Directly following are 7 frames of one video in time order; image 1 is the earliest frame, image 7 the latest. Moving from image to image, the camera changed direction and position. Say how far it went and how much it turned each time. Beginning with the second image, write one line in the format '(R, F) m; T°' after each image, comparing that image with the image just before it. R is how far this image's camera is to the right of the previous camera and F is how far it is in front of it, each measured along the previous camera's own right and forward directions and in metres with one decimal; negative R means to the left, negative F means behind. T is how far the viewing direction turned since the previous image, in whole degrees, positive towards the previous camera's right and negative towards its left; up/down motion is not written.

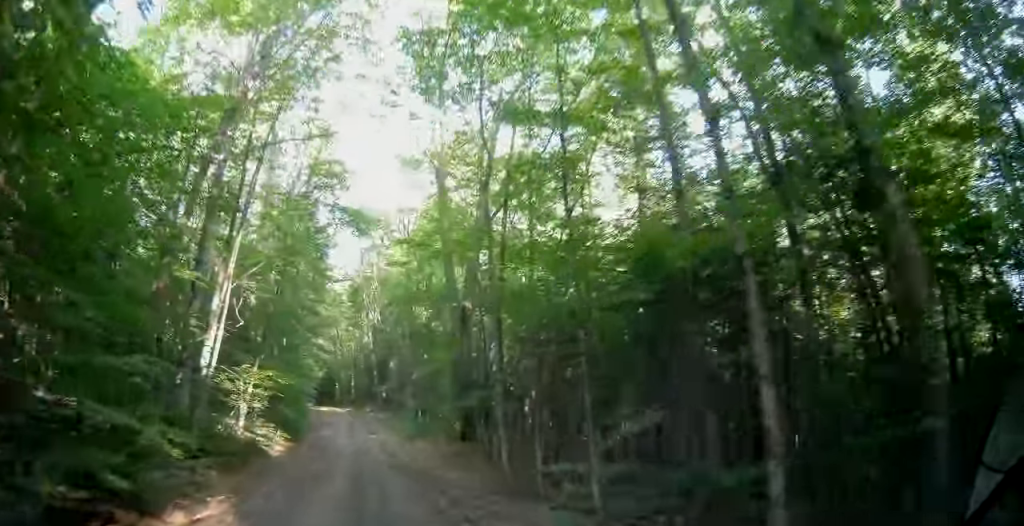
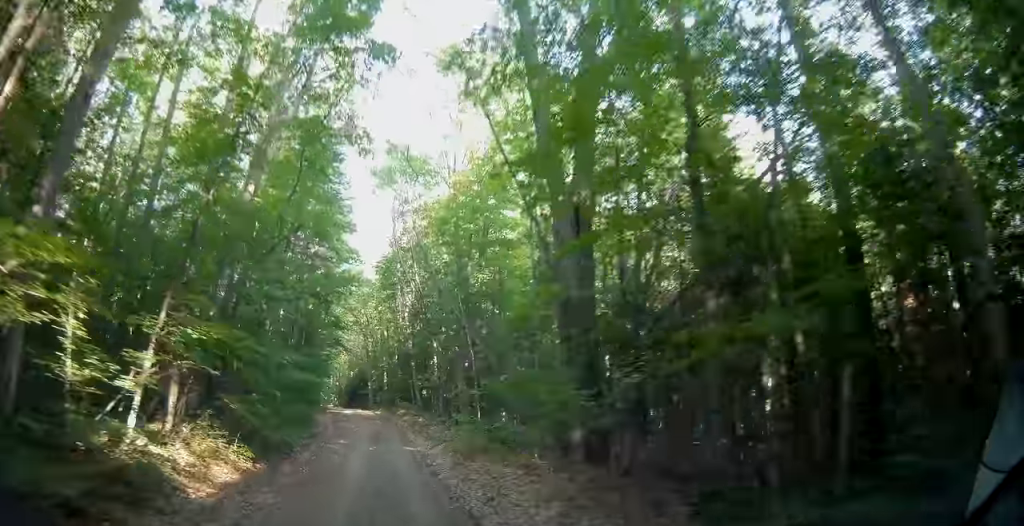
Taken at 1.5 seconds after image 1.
(-0.4, +12.2) m; -4°
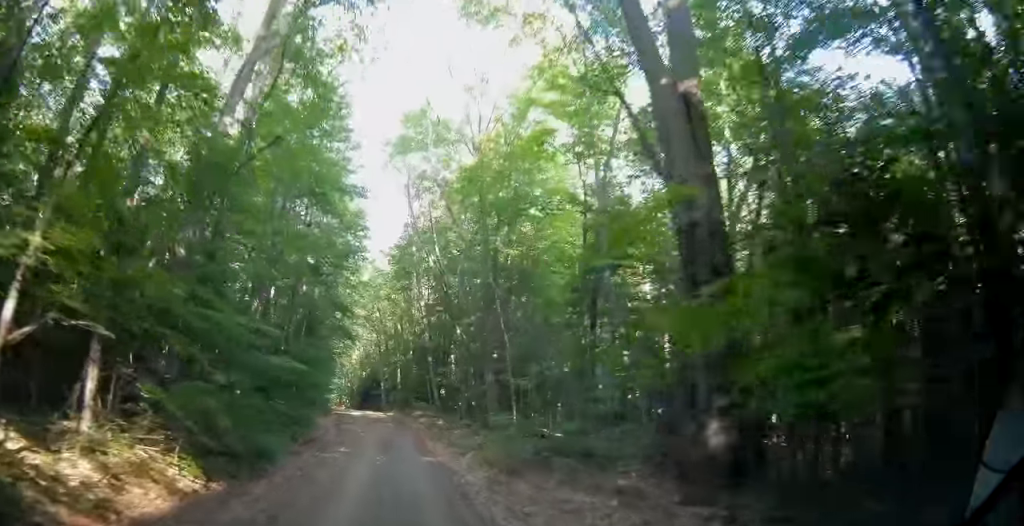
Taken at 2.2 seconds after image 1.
(-0.1, +5.4) m; -1°
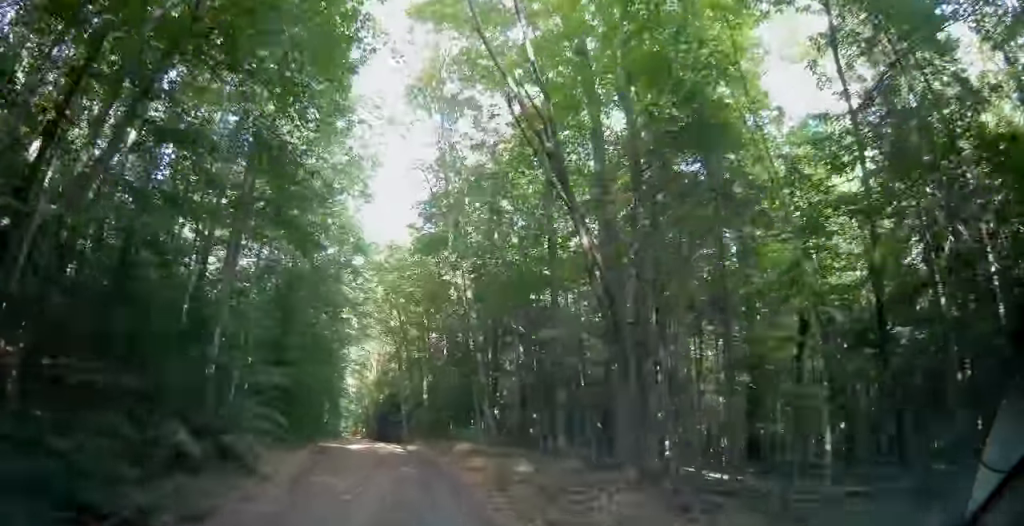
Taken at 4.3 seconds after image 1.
(-0.6, +16.5) m; -4°
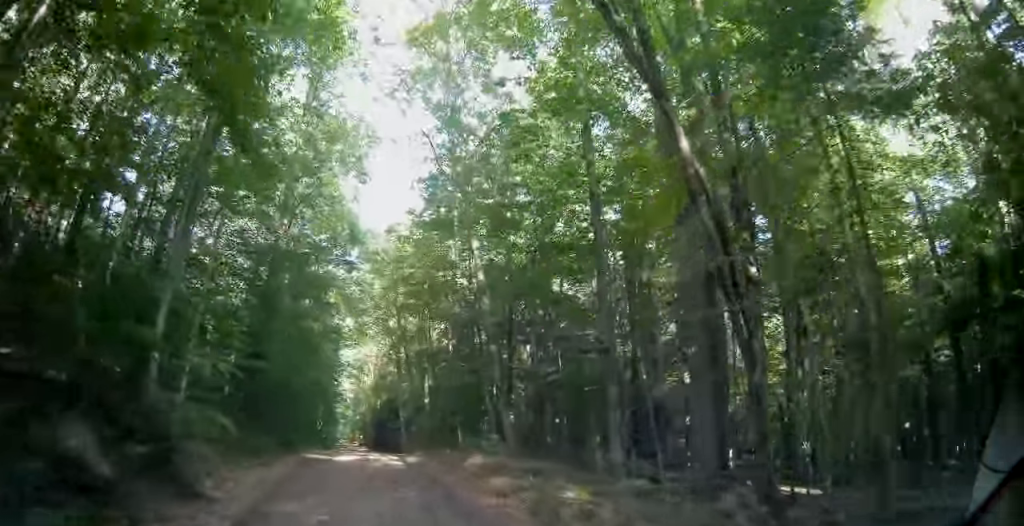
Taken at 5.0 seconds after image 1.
(0.0, +4.3) m; -1°
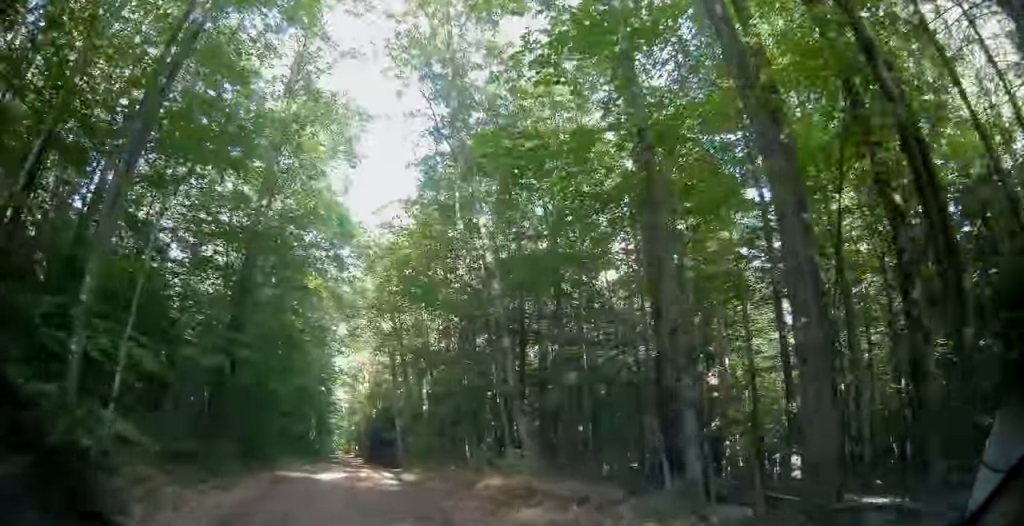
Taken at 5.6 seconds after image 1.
(0.0, +3.8) m; -2°
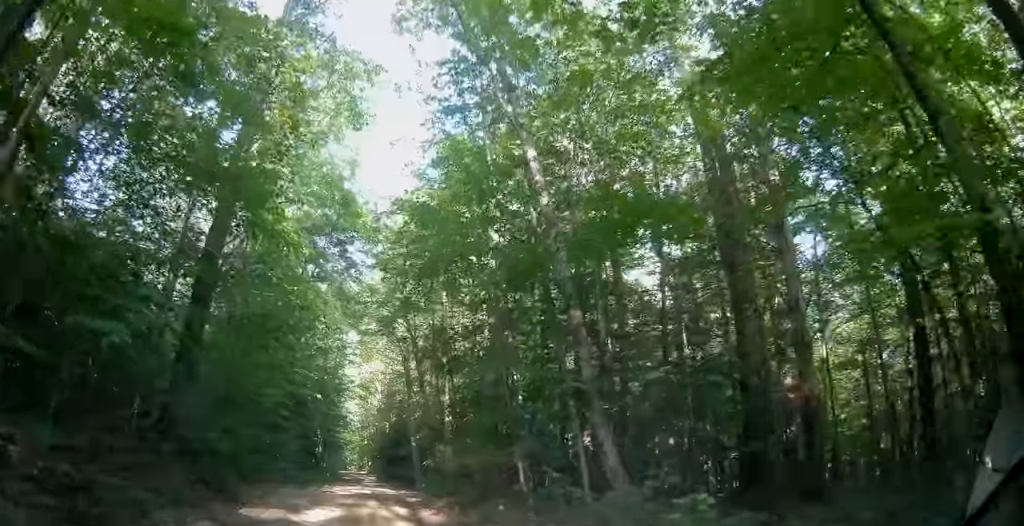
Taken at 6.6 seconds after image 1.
(-0.3, +5.6) m; +9°
